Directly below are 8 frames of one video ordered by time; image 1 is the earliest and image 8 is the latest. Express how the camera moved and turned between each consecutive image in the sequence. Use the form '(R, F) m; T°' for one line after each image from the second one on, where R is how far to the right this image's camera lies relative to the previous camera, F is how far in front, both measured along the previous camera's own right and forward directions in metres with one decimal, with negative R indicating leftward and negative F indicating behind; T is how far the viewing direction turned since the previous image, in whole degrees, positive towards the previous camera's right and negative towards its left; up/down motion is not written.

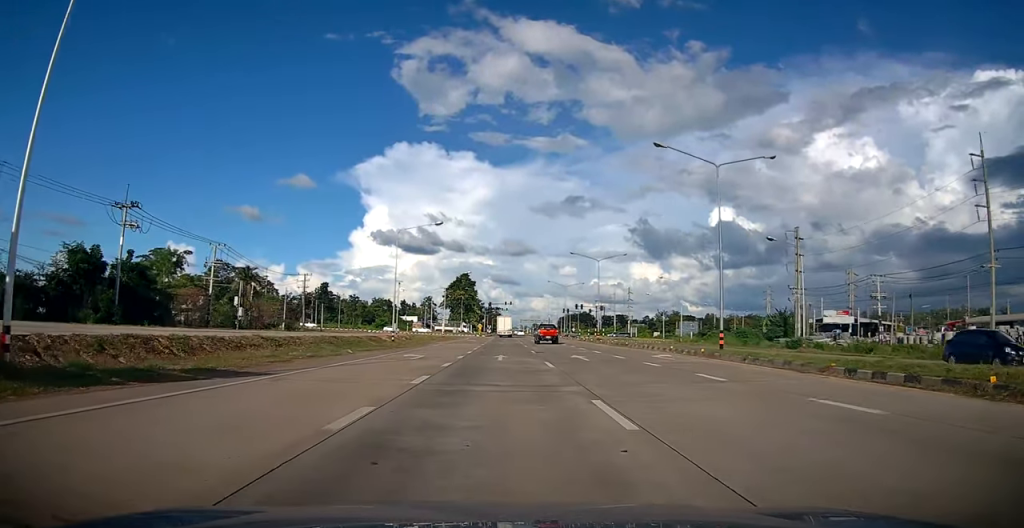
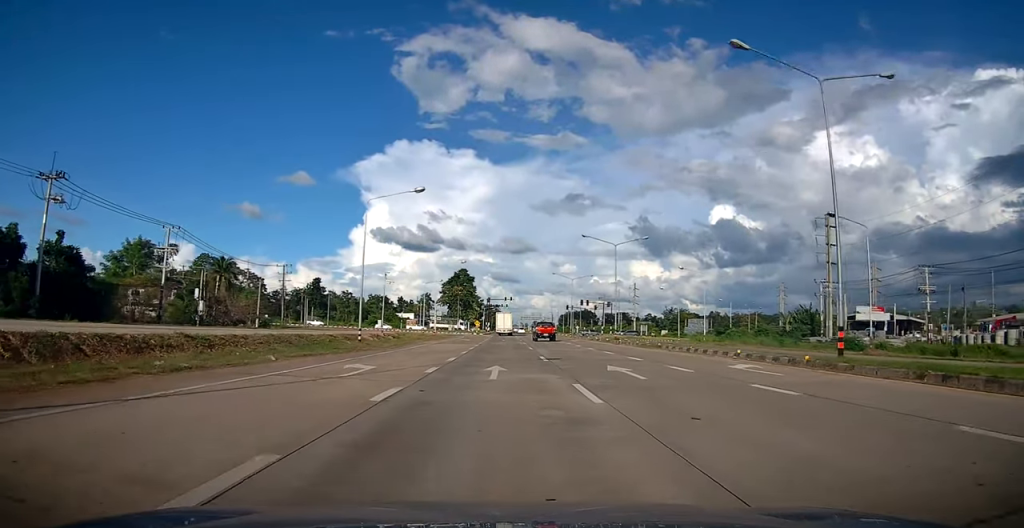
(0.0, +9.9) m; +1°
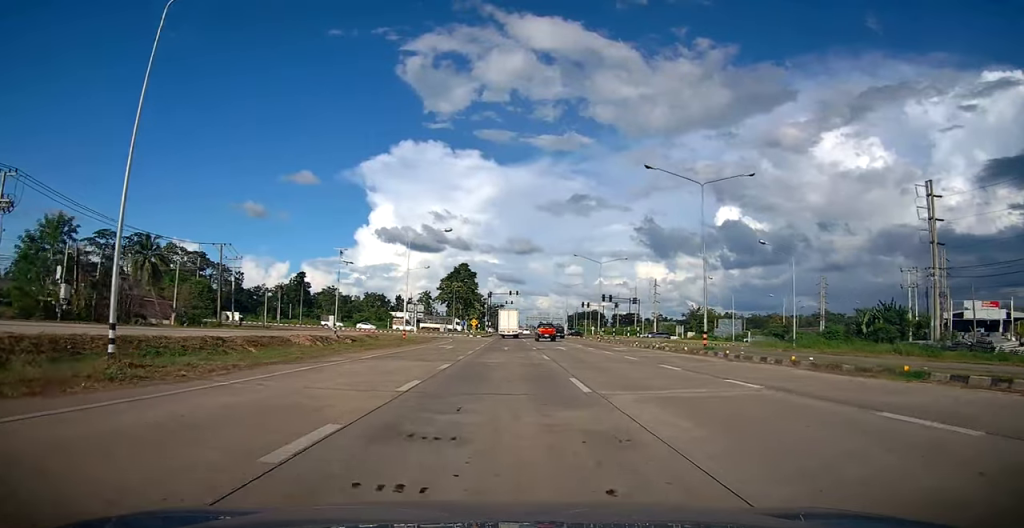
(+0.3, +23.9) m; 0°
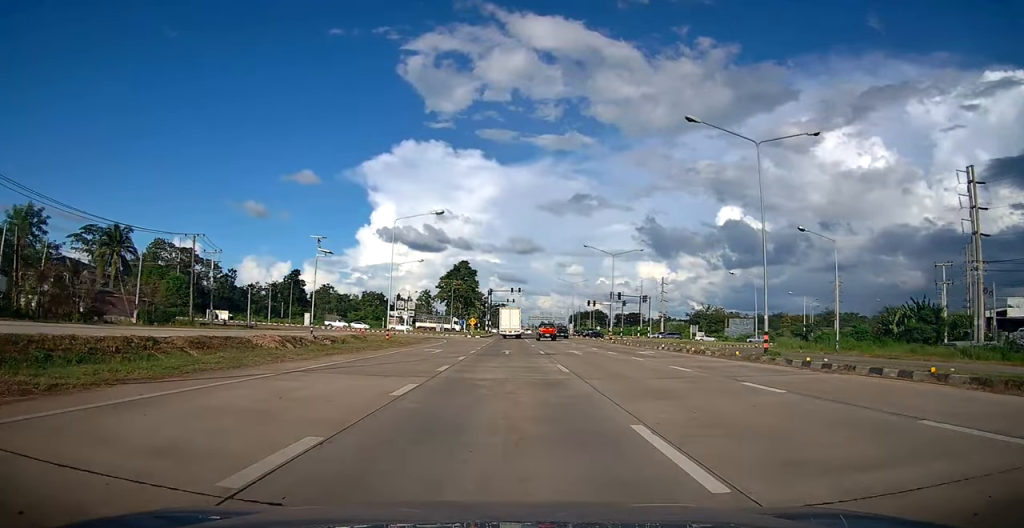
(+0.1, +7.5) m; -1°
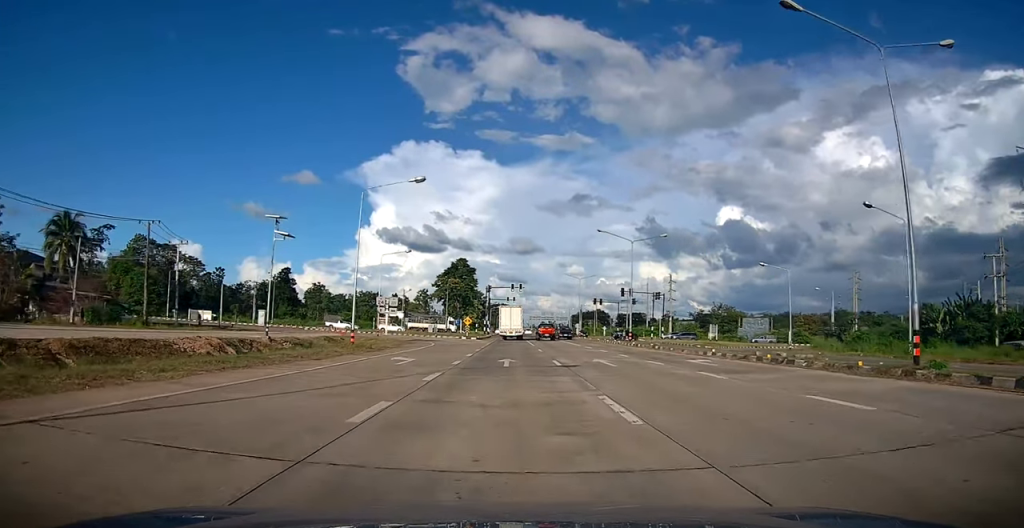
(-0.1, +9.5) m; 0°
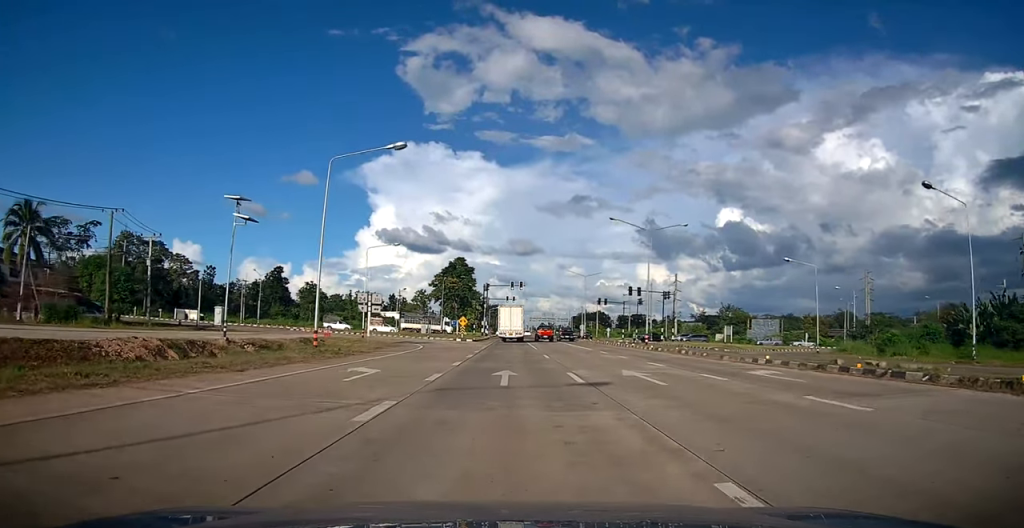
(-0.2, +6.2) m; 0°
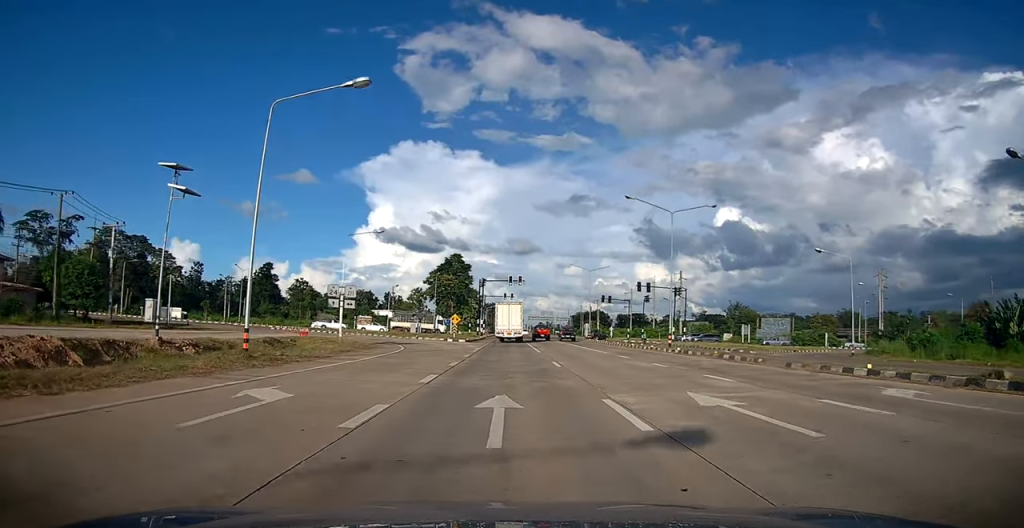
(+0.2, +6.7) m; +1°
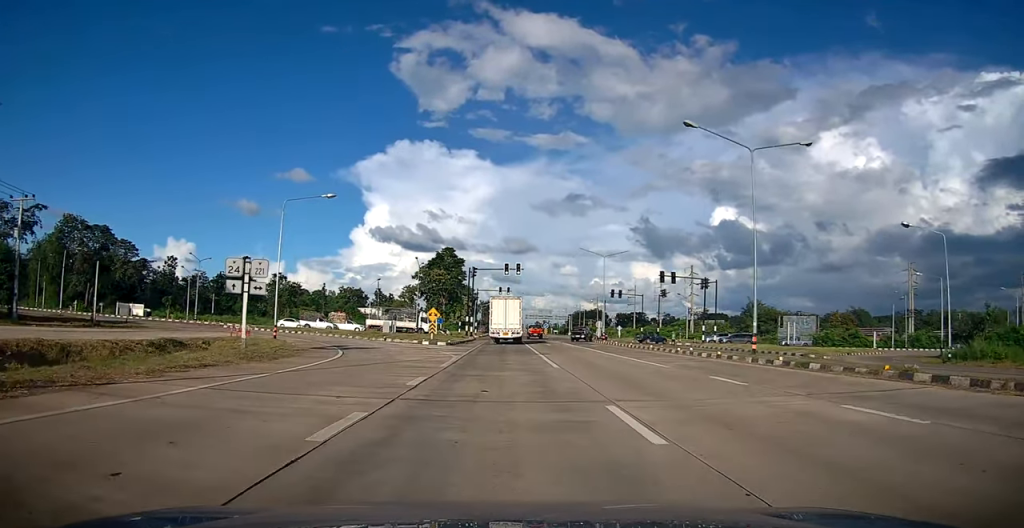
(+0.2, +14.1) m; -1°
